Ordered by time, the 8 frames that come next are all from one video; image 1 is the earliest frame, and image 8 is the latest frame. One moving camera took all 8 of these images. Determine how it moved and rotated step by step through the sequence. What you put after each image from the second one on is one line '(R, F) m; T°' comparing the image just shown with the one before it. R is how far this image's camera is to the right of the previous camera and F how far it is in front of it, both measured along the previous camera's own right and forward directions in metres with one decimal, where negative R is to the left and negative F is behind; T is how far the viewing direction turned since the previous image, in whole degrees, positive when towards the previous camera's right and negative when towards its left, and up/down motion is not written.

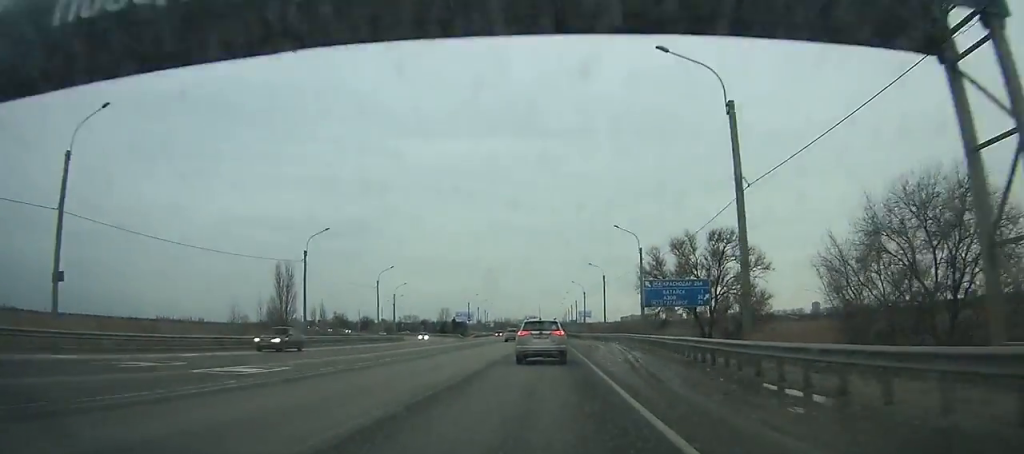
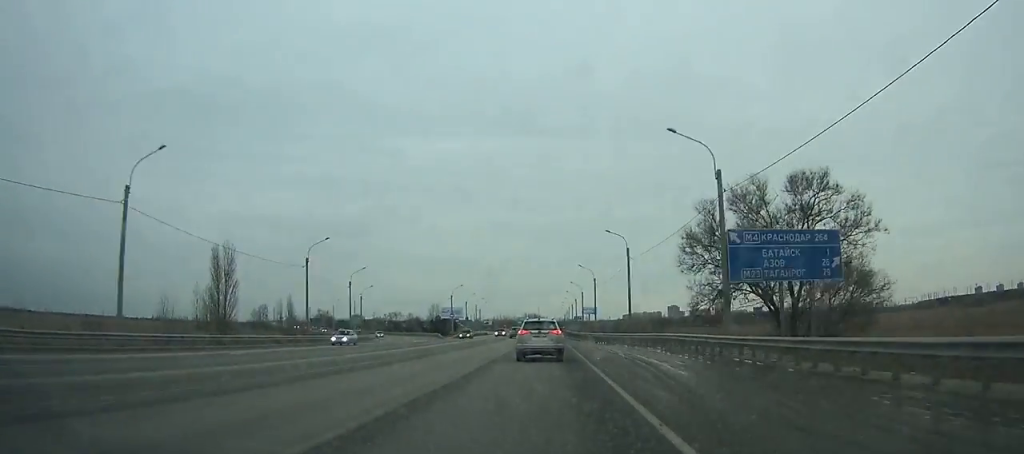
(-0.1, +24.2) m; 0°
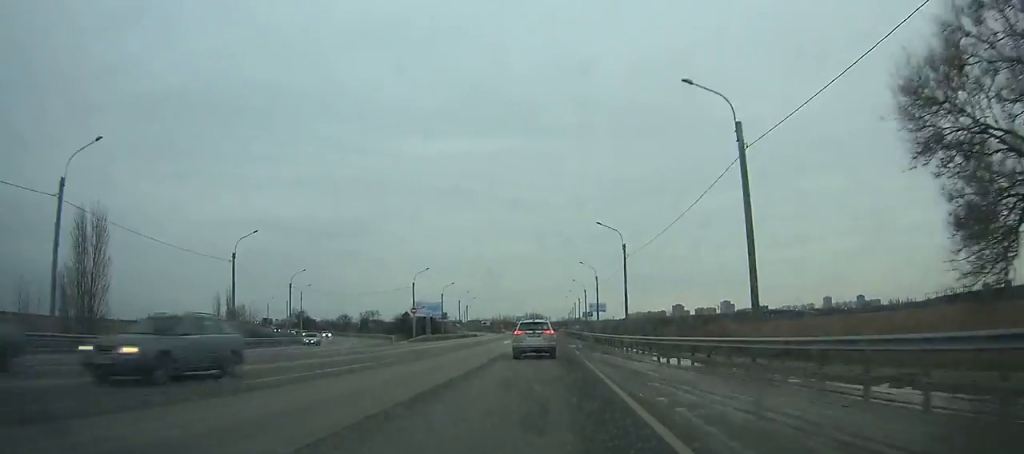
(-0.1, +33.6) m; 0°
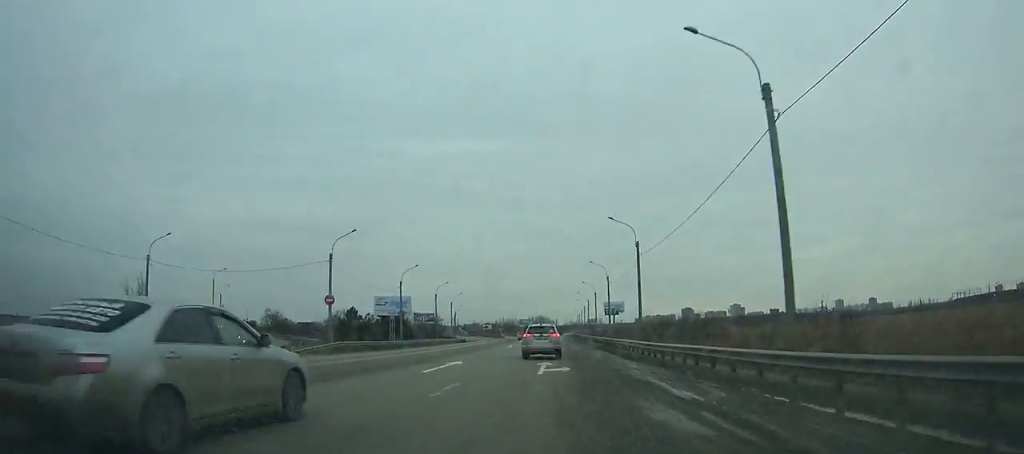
(0.0, +33.9) m; 0°
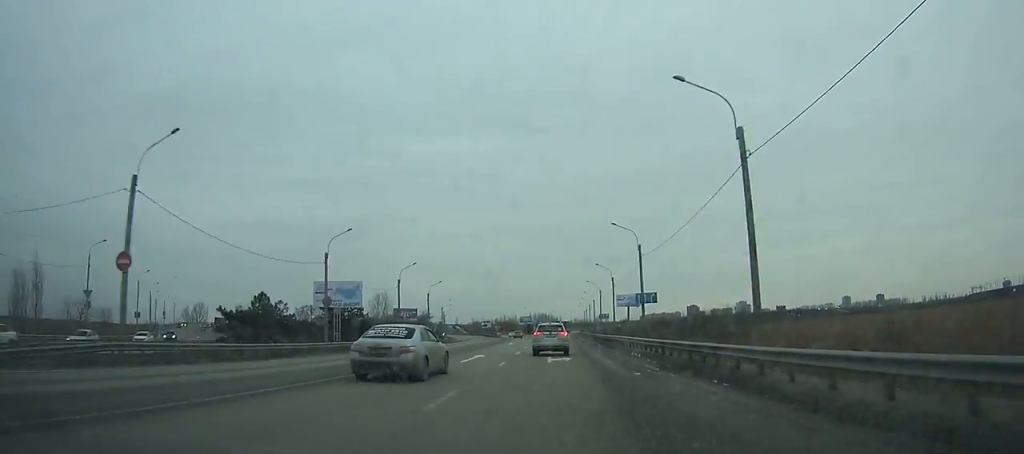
(-0.1, +26.7) m; 0°
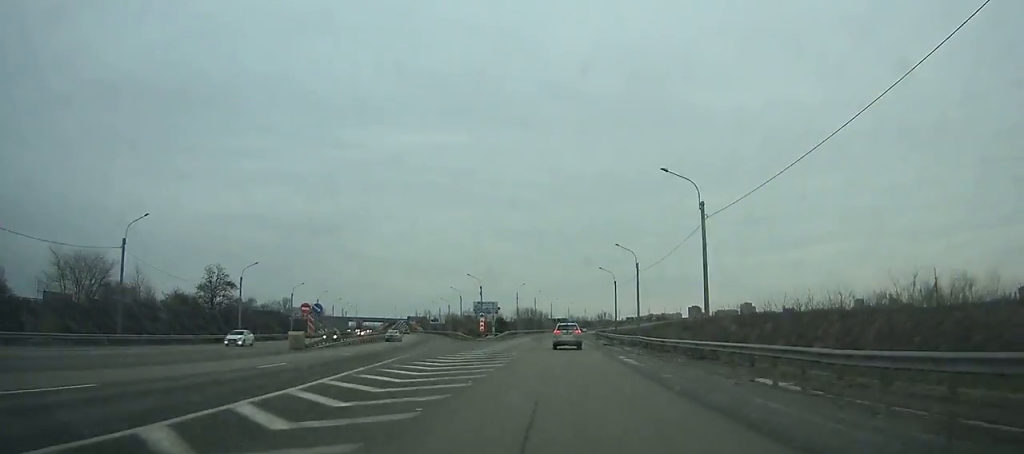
(+0.5, +133.8) m; +1°
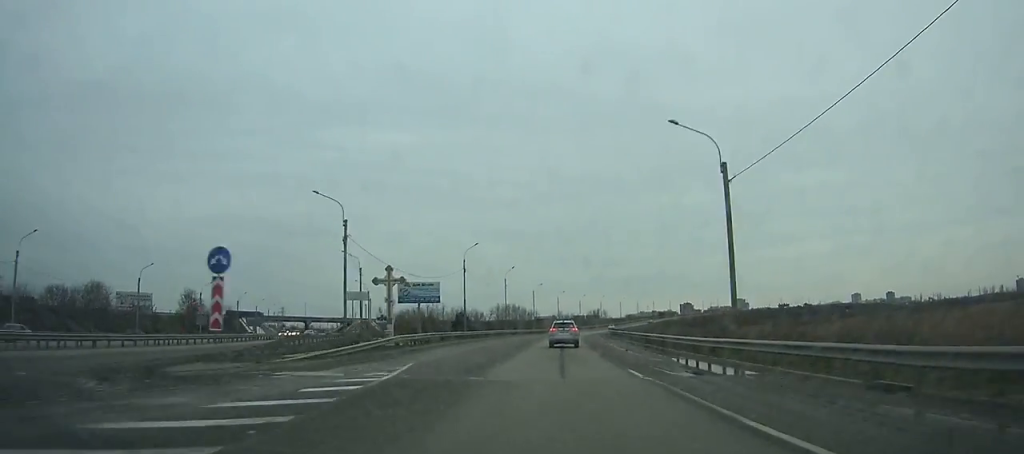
(+0.6, +59.1) m; +2°
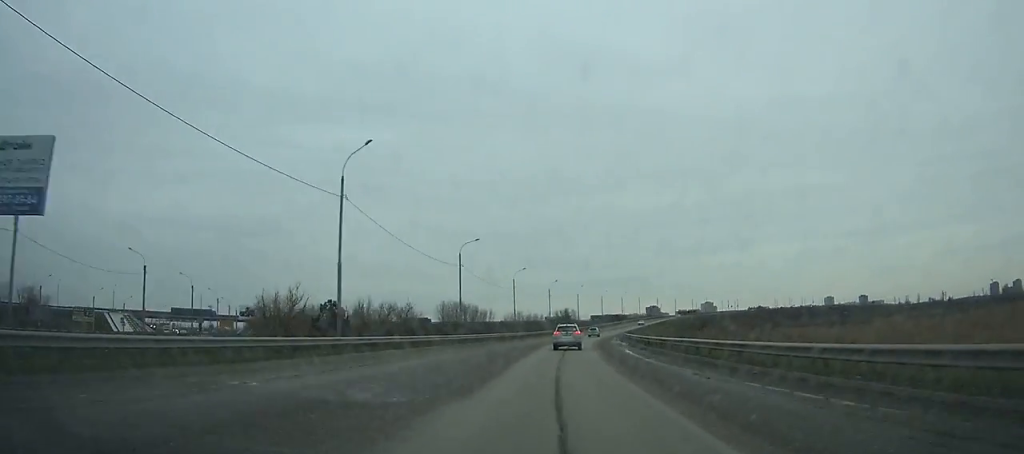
(+2.2, +68.4) m; +5°
